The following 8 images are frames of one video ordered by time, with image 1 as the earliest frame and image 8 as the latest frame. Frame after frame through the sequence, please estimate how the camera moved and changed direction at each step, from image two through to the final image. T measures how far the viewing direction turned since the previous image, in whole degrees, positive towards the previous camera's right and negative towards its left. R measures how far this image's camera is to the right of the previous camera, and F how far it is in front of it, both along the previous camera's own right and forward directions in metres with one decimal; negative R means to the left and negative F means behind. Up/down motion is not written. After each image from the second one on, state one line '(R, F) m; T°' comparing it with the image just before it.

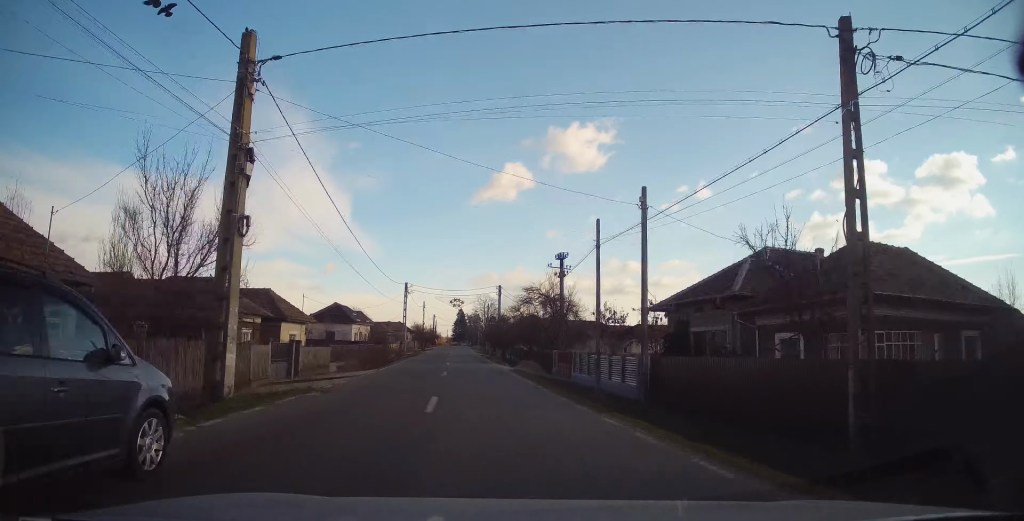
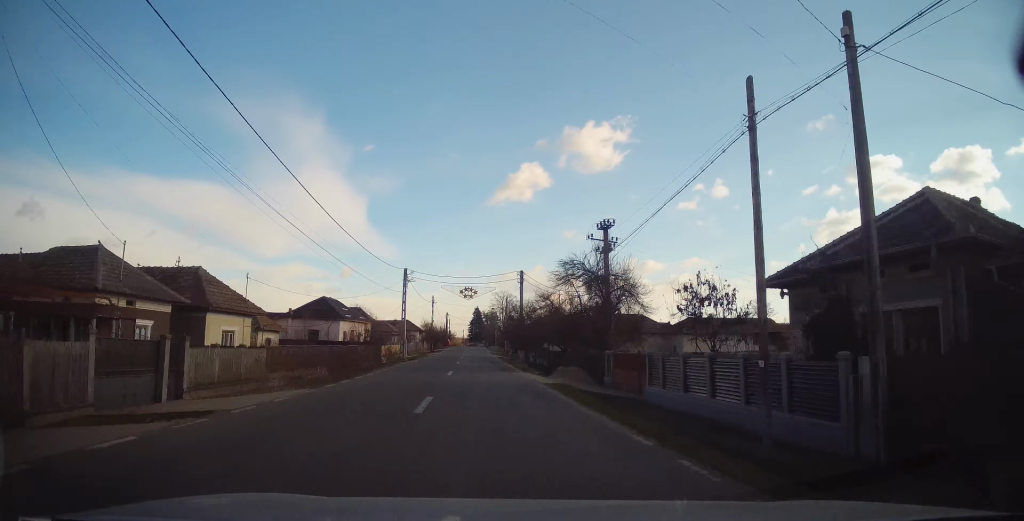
(+0.1, +11.7) m; -1°
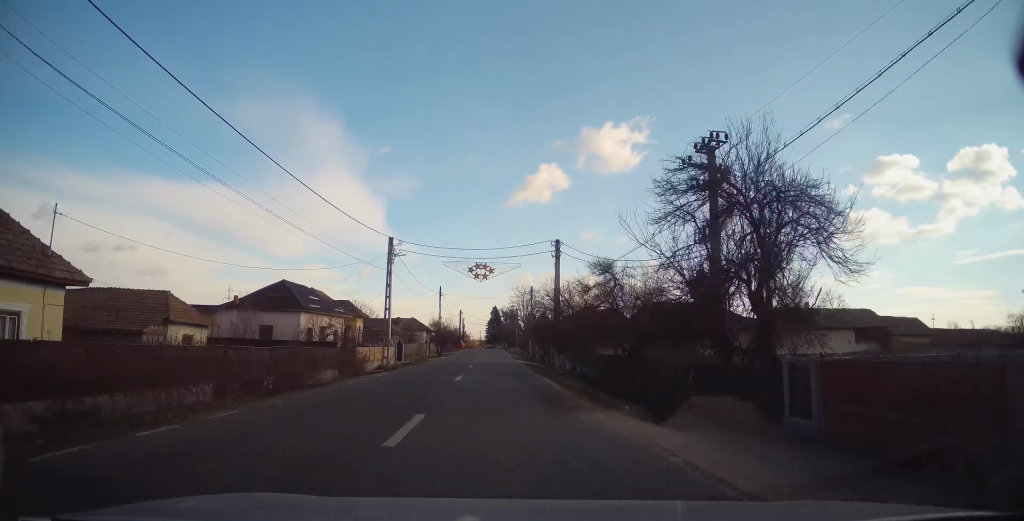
(-0.4, +14.5) m; -2°
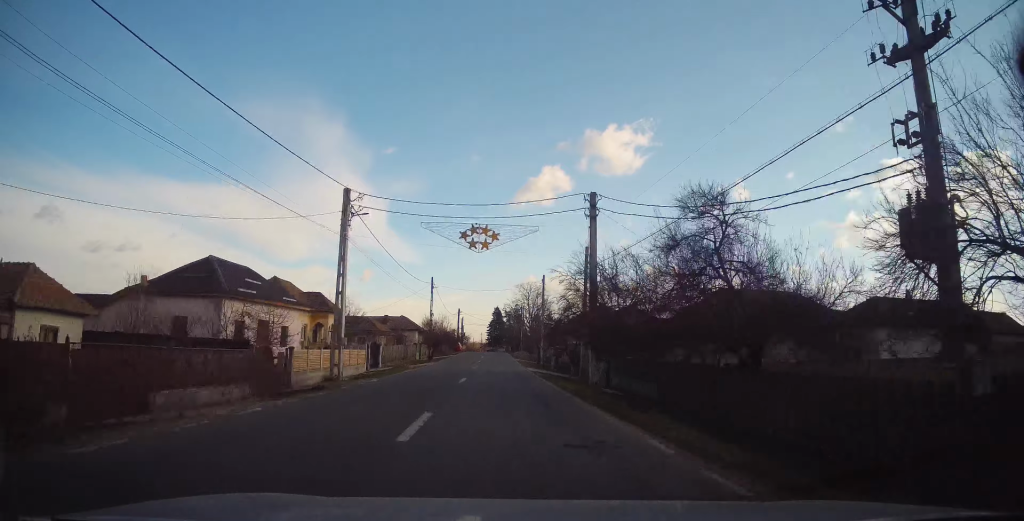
(-0.2, +11.3) m; -1°
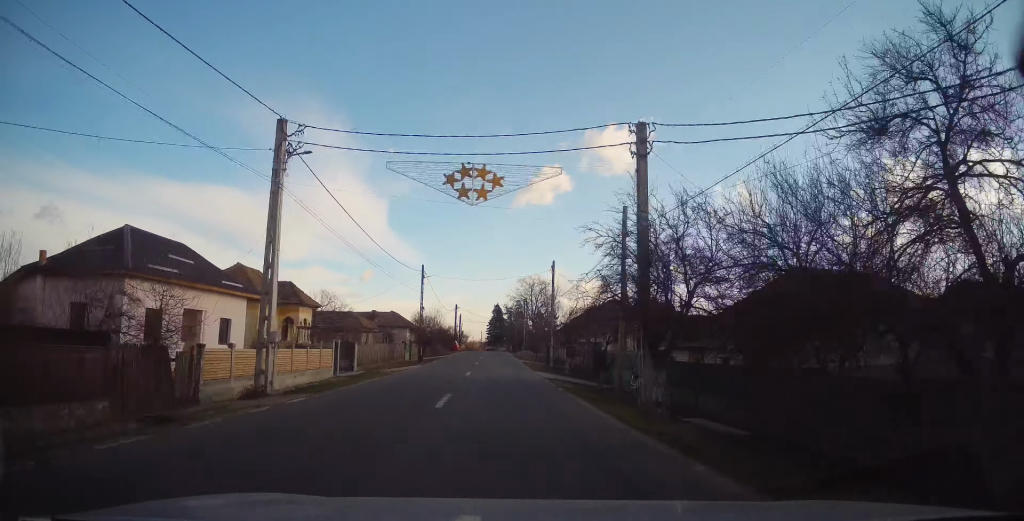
(+0.3, +7.9) m; 0°
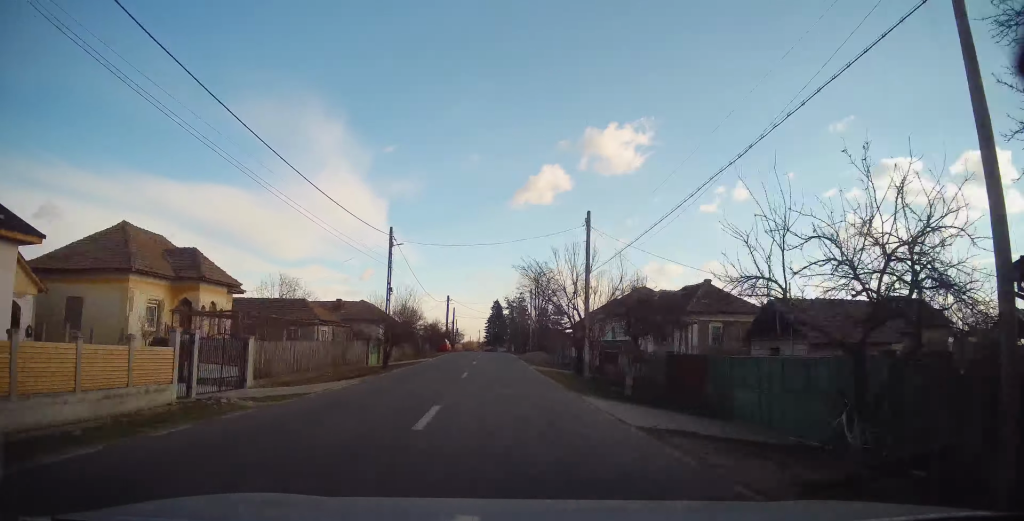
(-0.5, +15.1) m; 0°
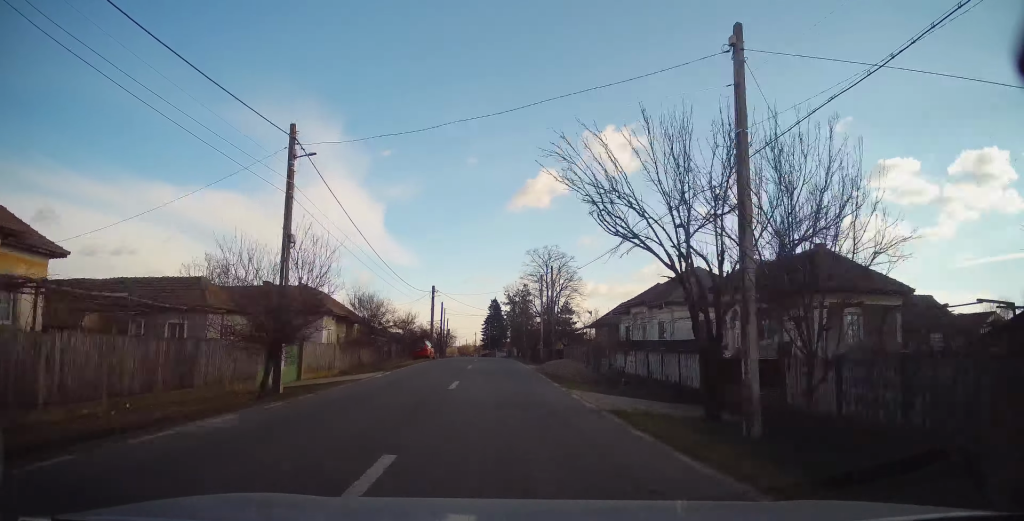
(+0.6, +16.5) m; +2°
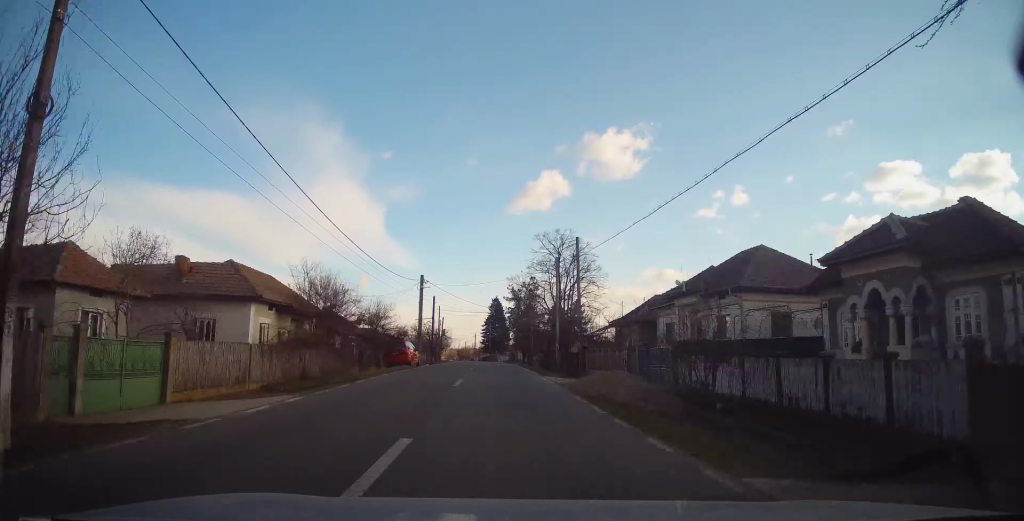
(-0.1, +10.5) m; -1°
